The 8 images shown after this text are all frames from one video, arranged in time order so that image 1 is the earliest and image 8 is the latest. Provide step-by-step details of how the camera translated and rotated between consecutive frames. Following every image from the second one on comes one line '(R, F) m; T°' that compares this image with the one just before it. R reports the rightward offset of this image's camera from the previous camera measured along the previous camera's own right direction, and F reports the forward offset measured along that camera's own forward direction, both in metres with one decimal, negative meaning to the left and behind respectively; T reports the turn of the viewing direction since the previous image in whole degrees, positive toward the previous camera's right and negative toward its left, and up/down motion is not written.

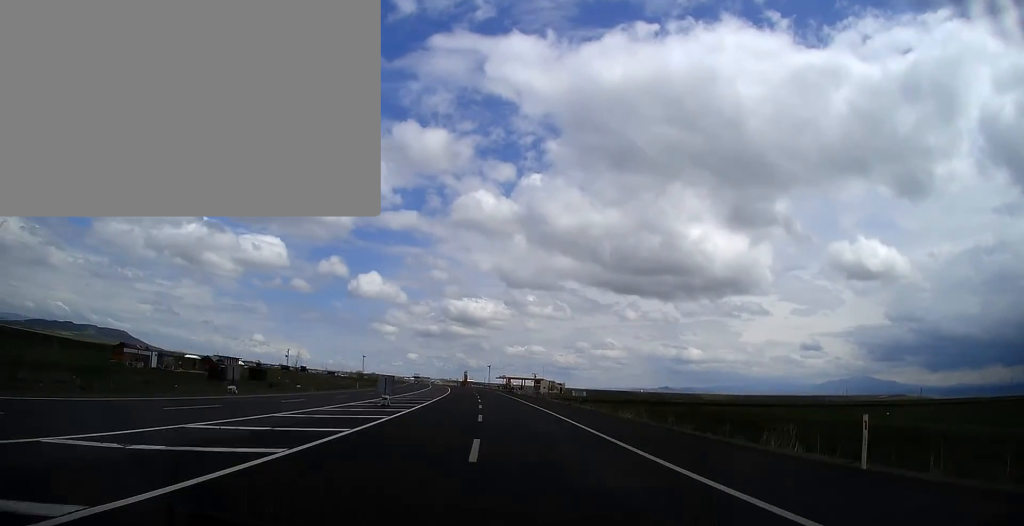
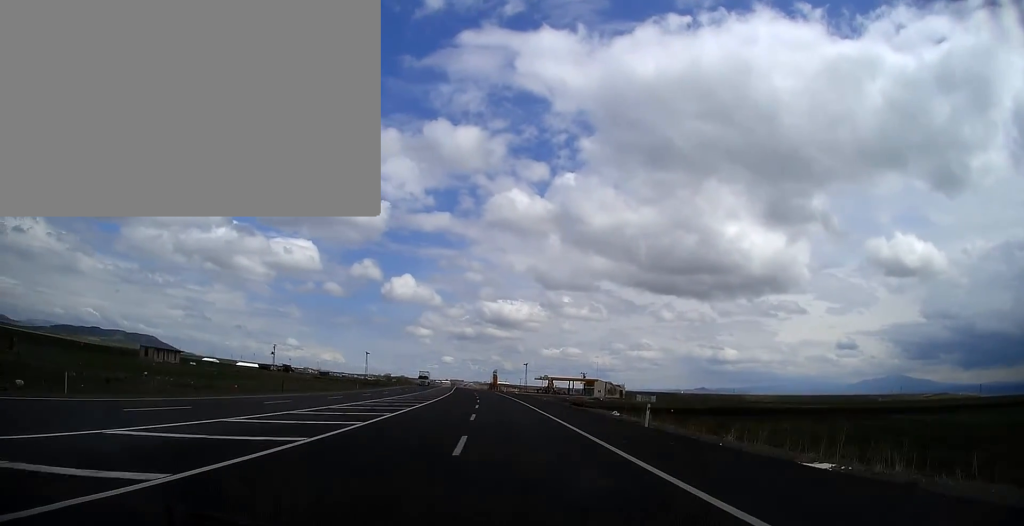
(-1.4, +71.2) m; -2°
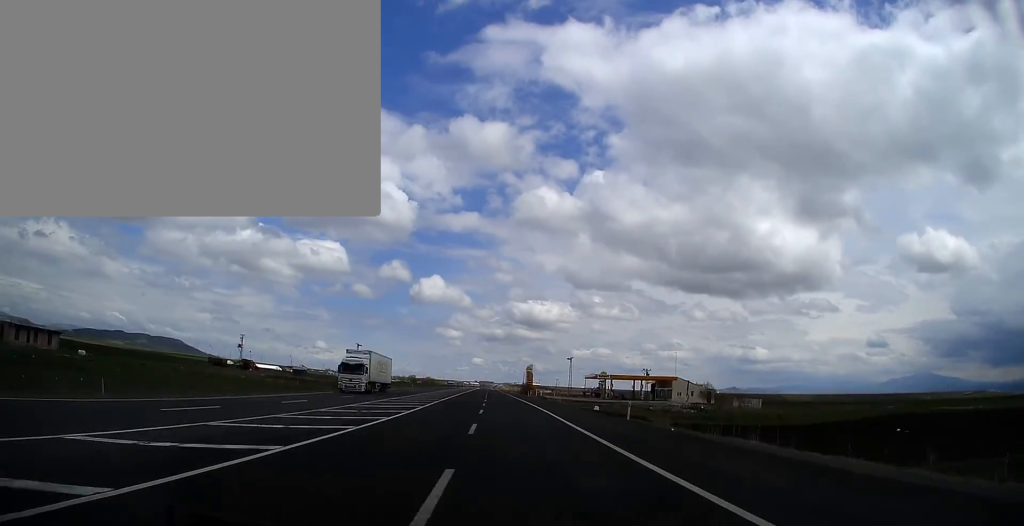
(-1.1, +66.1) m; -1°
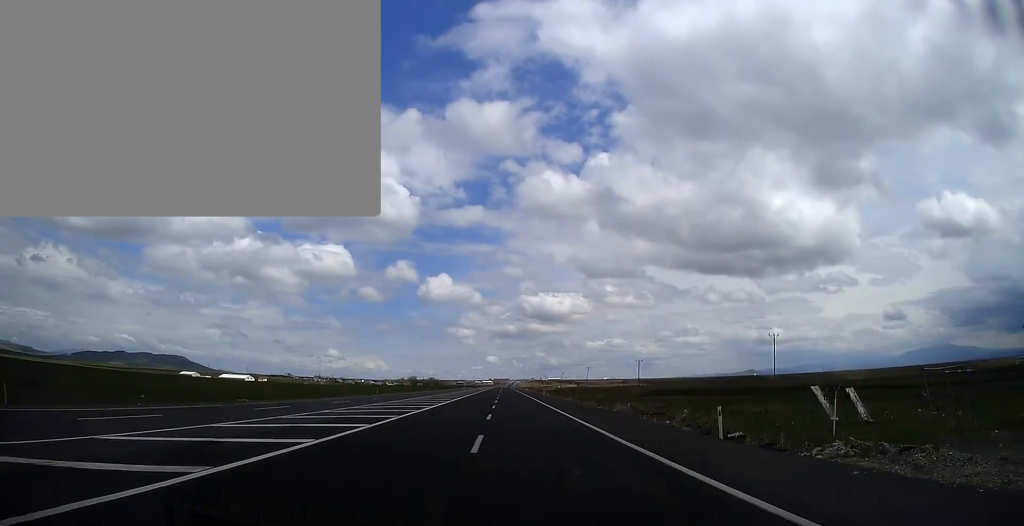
(-4.8, +194.6) m; -1°
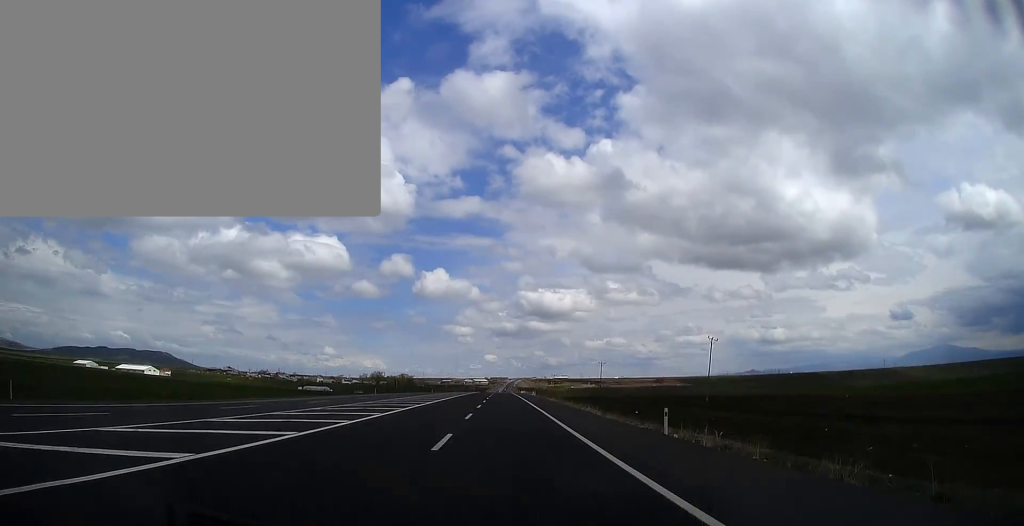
(+0.1, +275.4) m; 0°
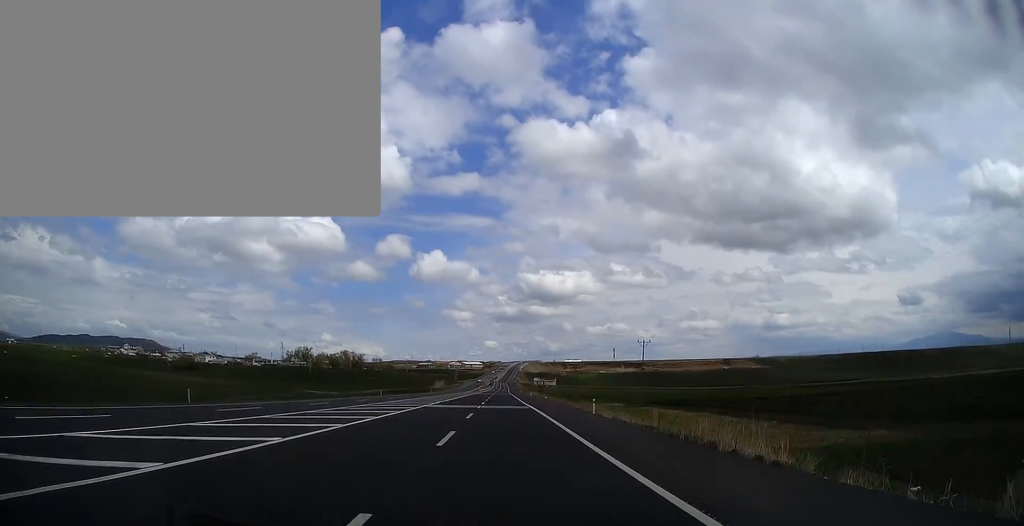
(0.0, +286.5) m; 0°
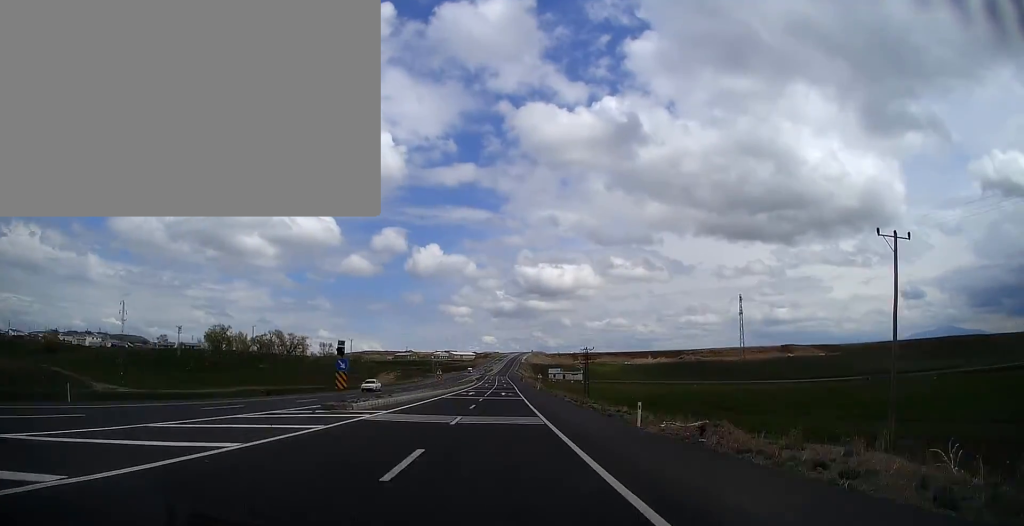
(+0.1, +145.3) m; 0°
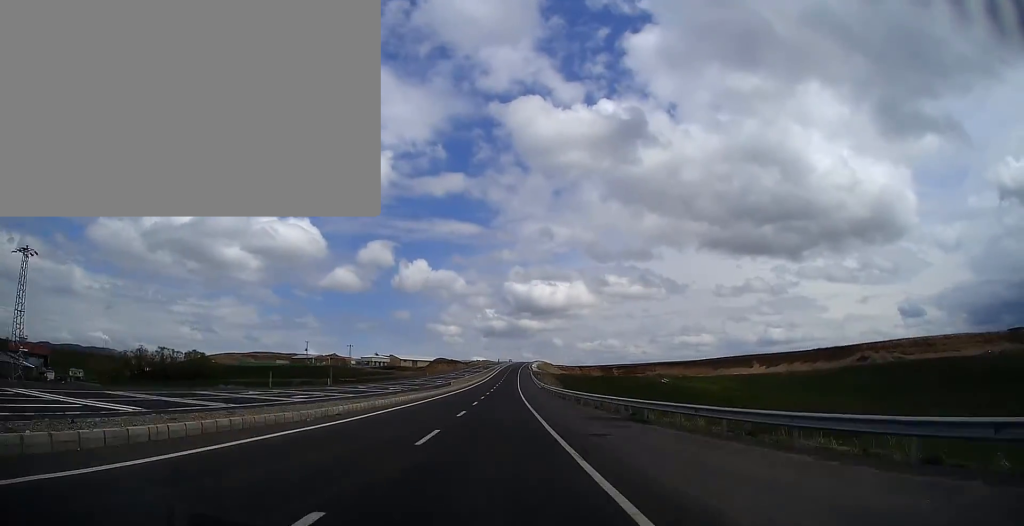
(+1.6, +264.7) m; +2°
